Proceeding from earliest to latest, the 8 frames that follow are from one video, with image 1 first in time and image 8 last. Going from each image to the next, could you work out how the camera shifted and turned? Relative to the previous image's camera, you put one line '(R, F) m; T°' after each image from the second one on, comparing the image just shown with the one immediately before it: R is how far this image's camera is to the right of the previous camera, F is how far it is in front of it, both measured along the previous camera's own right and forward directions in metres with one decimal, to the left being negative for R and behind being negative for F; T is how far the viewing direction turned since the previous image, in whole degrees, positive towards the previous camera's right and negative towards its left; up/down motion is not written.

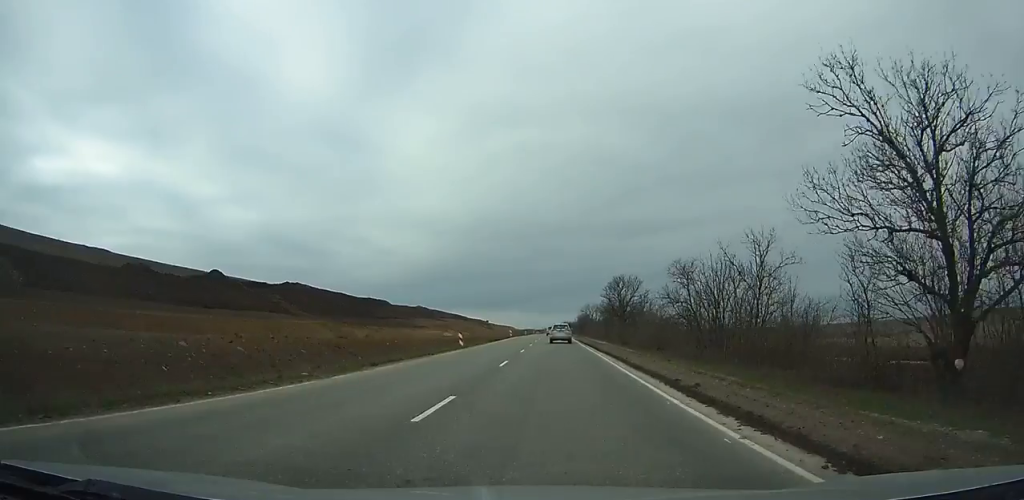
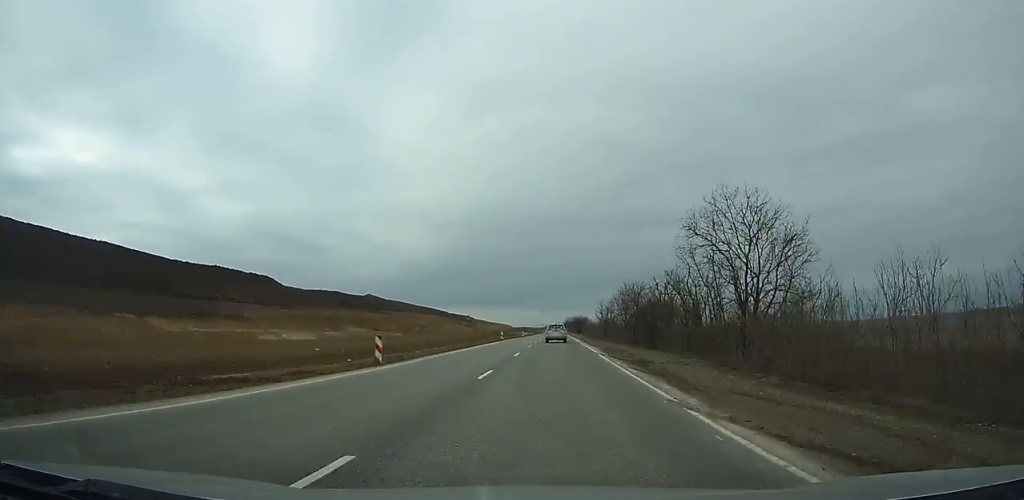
(-0.3, +112.4) m; 0°
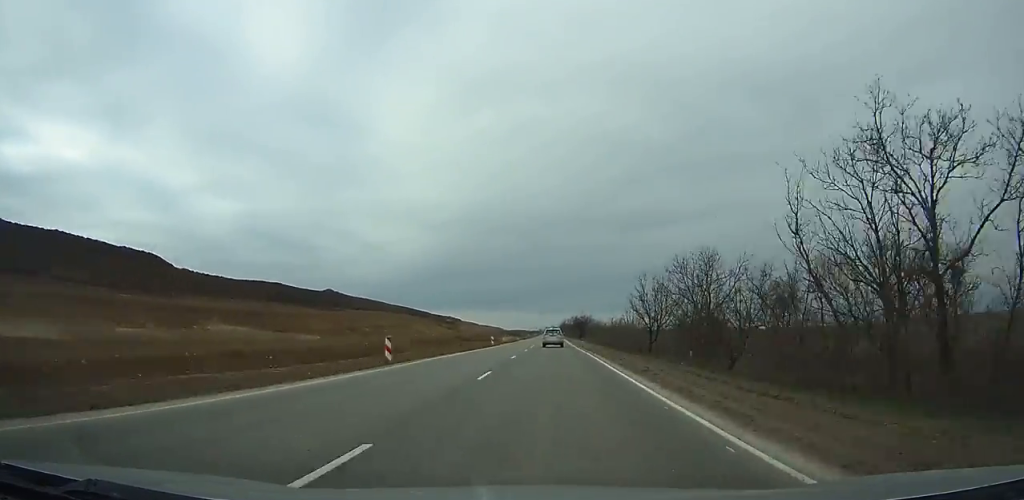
(+0.1, +46.6) m; 0°
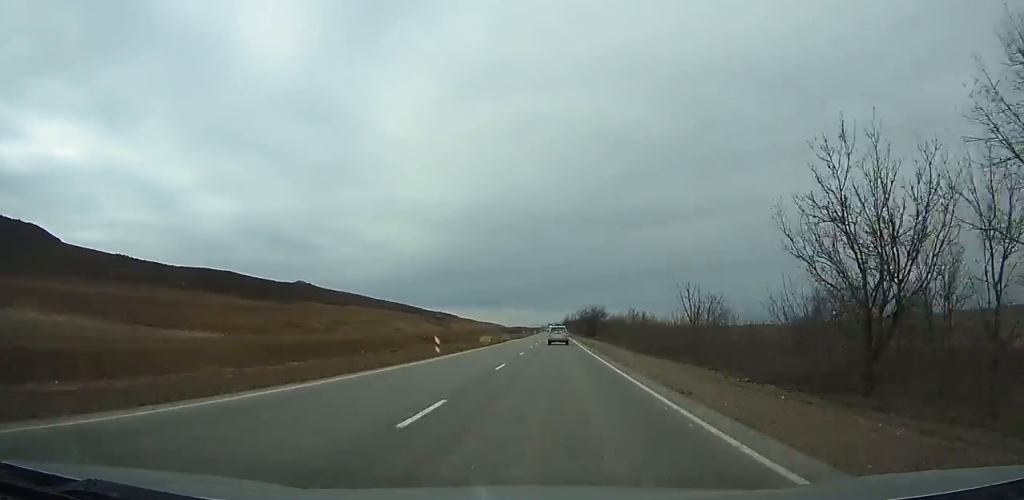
(-0.1, +31.4) m; 0°
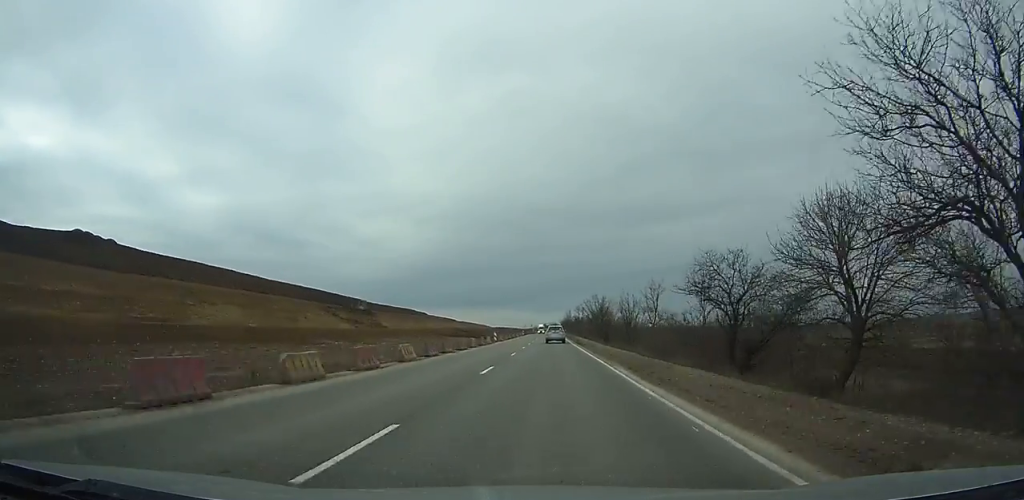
(+0.1, +109.3) m; 0°
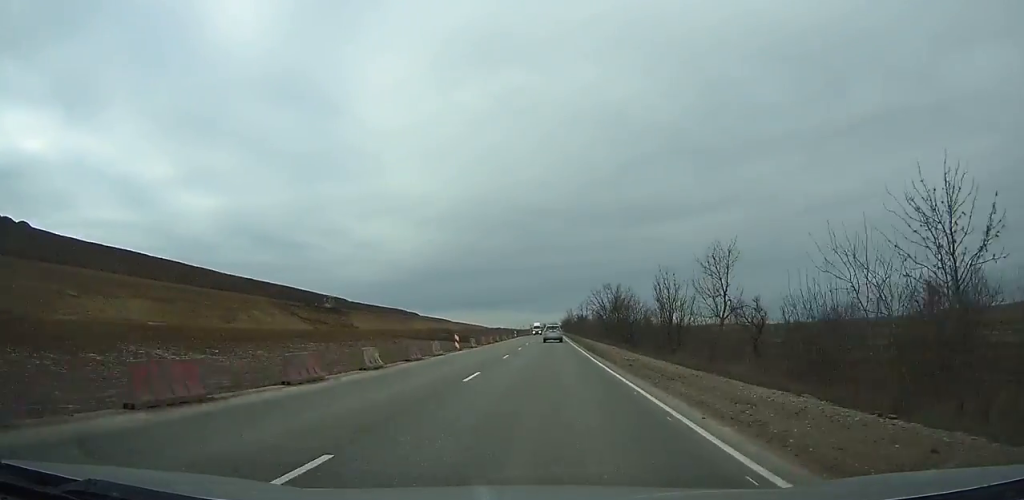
(0.0, +25.9) m; 0°
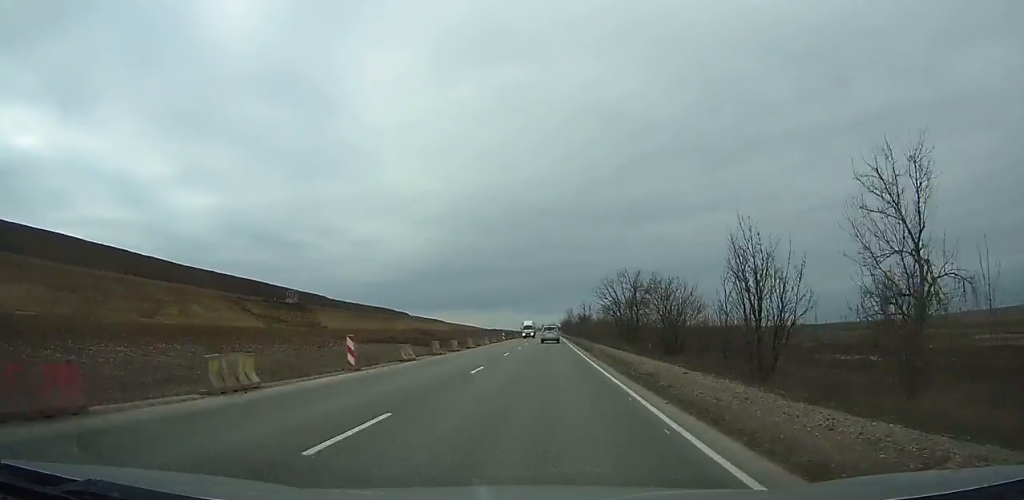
(0.0, +21.0) m; 0°
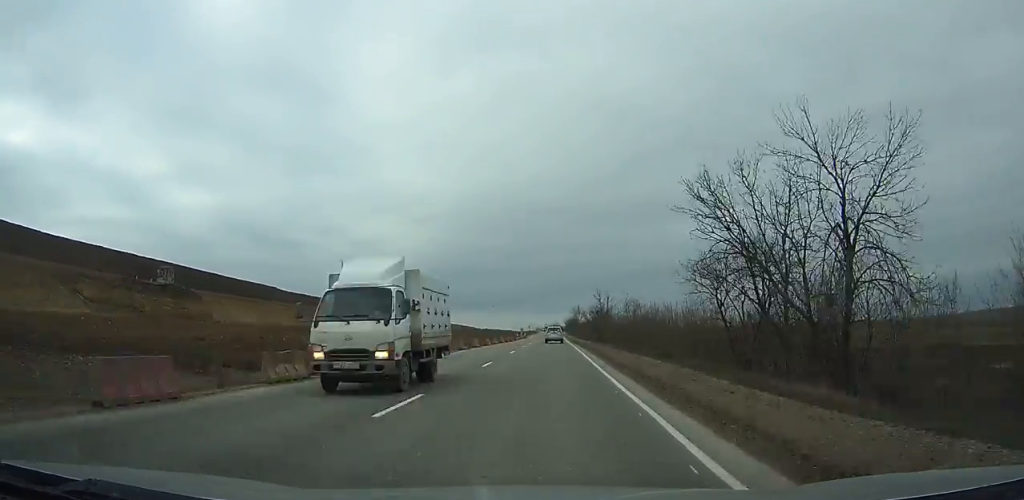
(0.0, +45.4) m; 0°
